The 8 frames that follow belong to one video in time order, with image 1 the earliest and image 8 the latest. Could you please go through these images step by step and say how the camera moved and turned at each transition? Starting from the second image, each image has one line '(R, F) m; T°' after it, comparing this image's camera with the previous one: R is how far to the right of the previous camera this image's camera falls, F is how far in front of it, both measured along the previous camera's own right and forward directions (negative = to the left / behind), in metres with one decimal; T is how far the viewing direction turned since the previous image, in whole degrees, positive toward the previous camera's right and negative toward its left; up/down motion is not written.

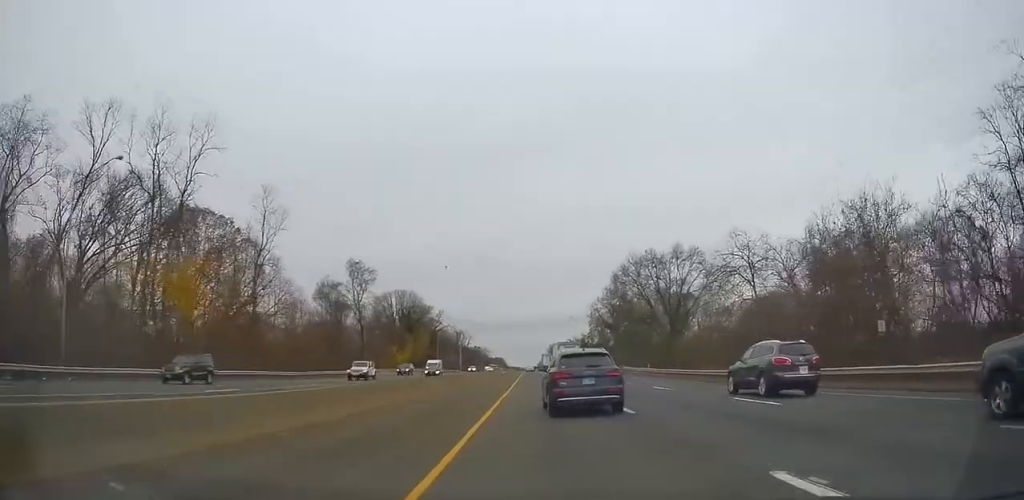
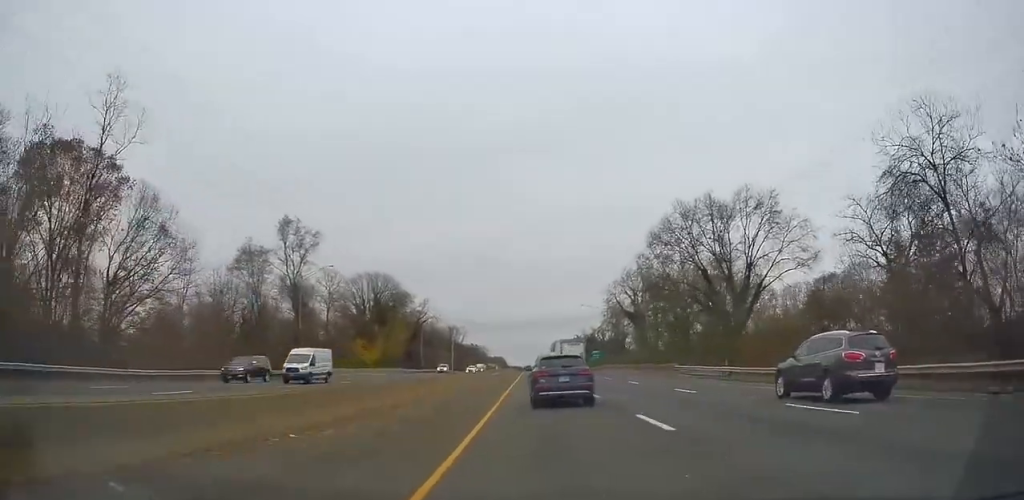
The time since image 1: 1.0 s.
(+0.2, +28.4) m; 0°
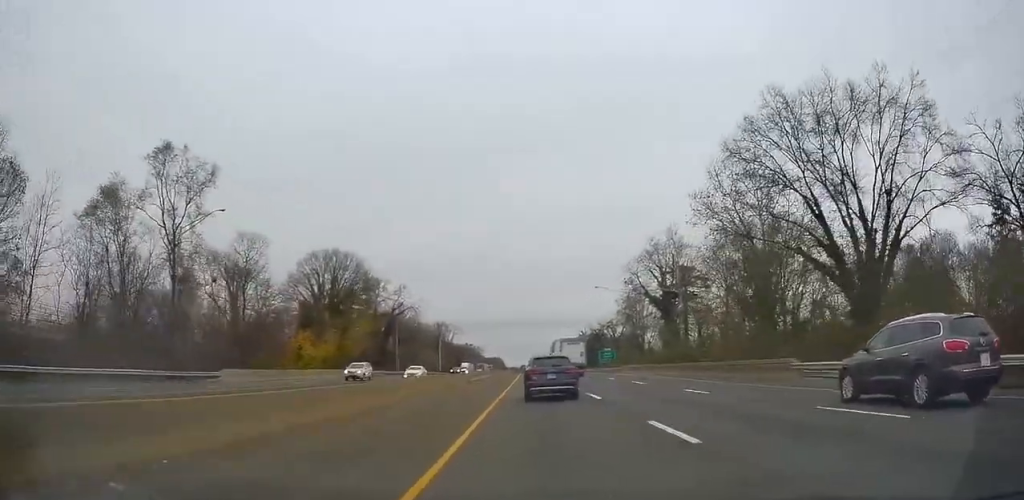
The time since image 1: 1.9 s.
(0.0, +26.1) m; 0°
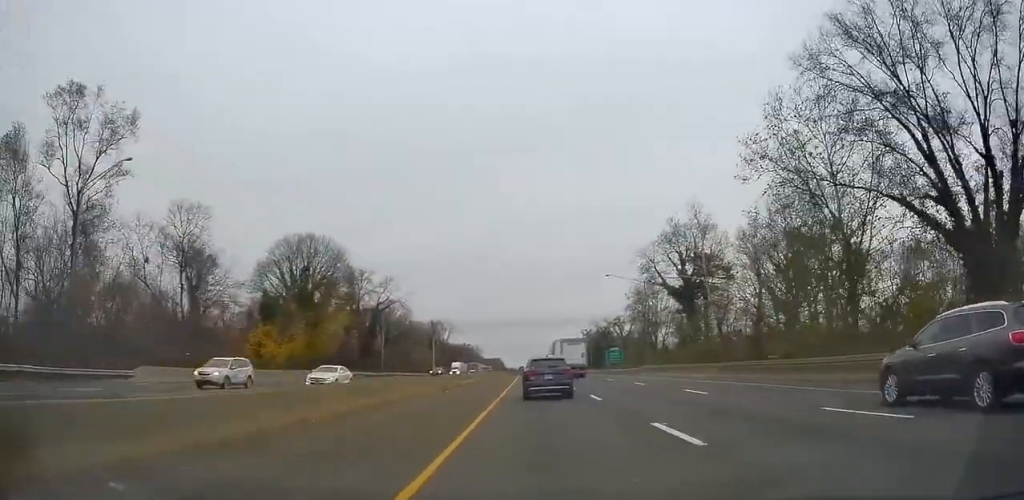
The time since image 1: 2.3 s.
(0.0, +12.3) m; 0°
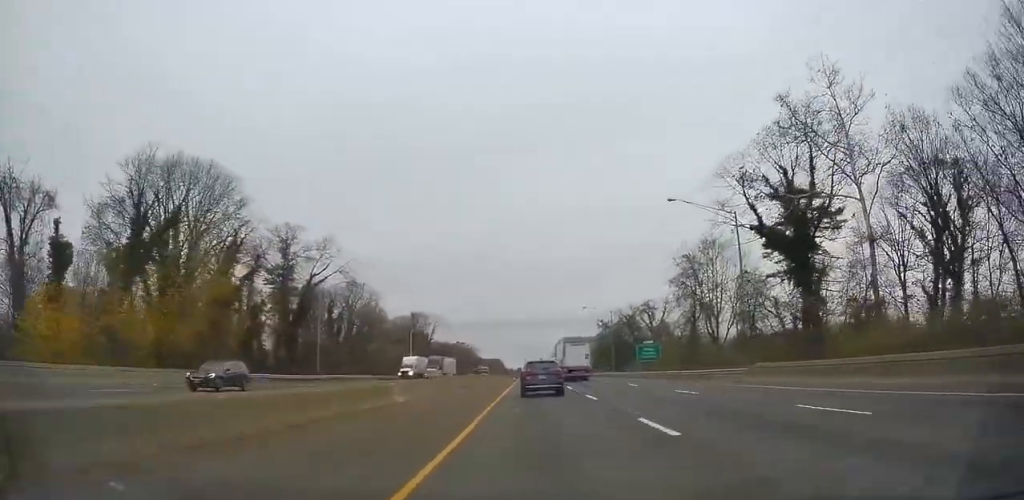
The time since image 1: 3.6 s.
(0.0, +34.8) m; -1°
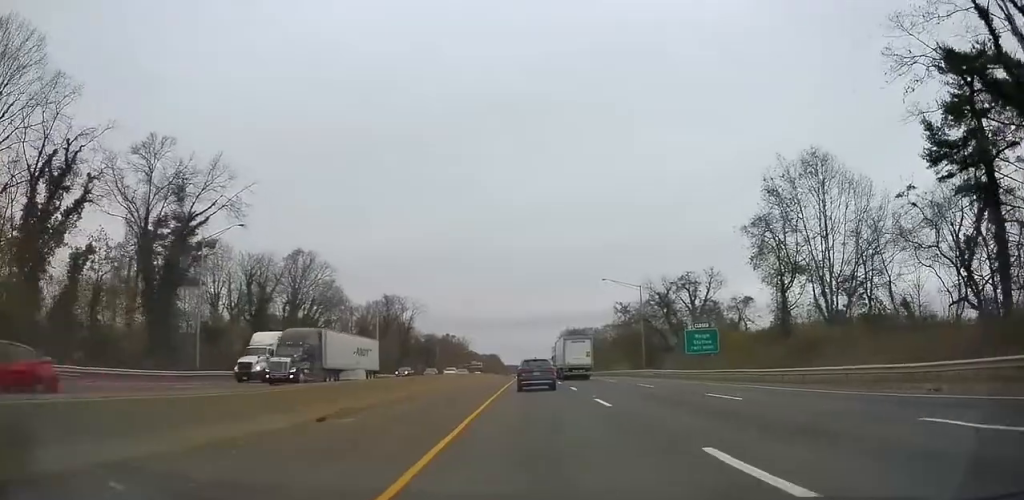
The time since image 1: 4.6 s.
(-0.3, +29.7) m; 0°
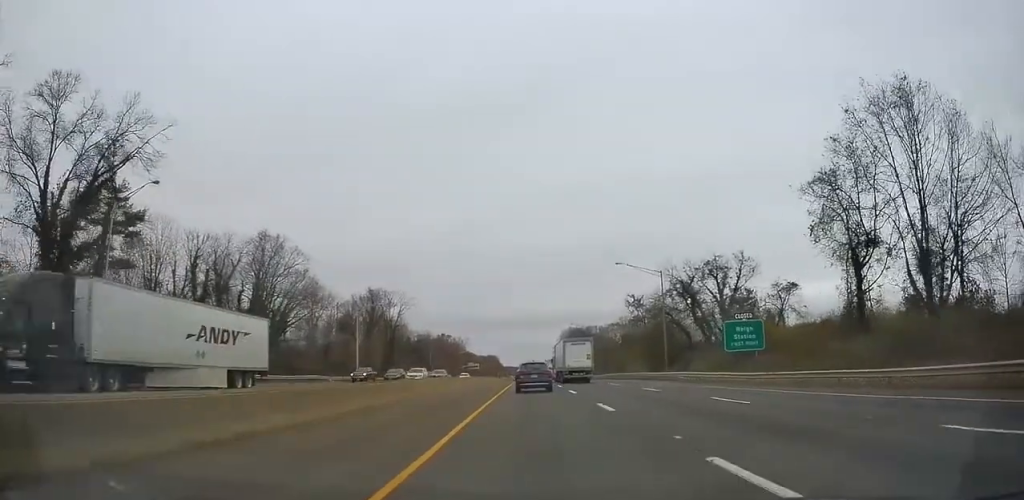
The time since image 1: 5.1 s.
(+0.2, +12.9) m; 0°
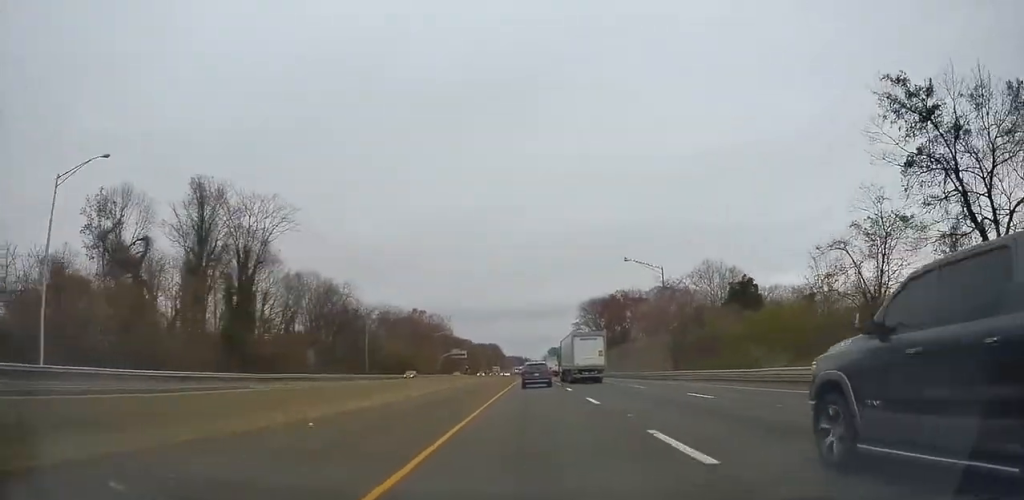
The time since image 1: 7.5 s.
(+1.0, +70.1) m; 0°
